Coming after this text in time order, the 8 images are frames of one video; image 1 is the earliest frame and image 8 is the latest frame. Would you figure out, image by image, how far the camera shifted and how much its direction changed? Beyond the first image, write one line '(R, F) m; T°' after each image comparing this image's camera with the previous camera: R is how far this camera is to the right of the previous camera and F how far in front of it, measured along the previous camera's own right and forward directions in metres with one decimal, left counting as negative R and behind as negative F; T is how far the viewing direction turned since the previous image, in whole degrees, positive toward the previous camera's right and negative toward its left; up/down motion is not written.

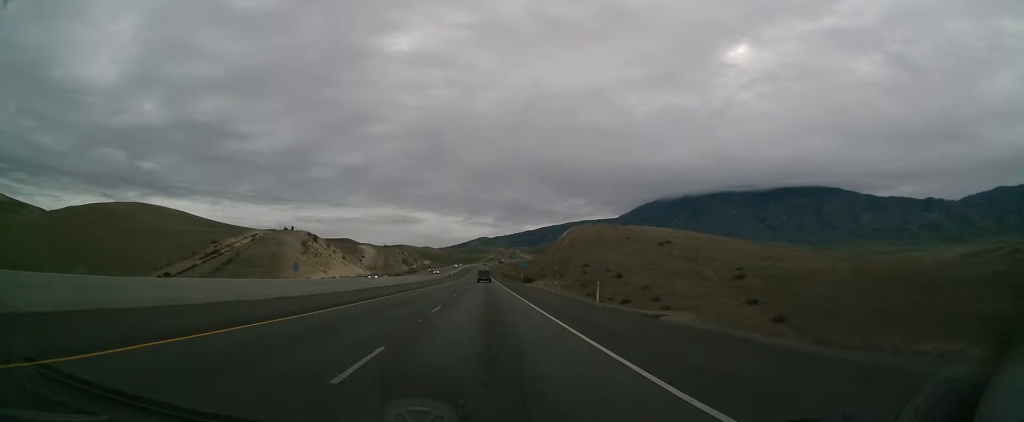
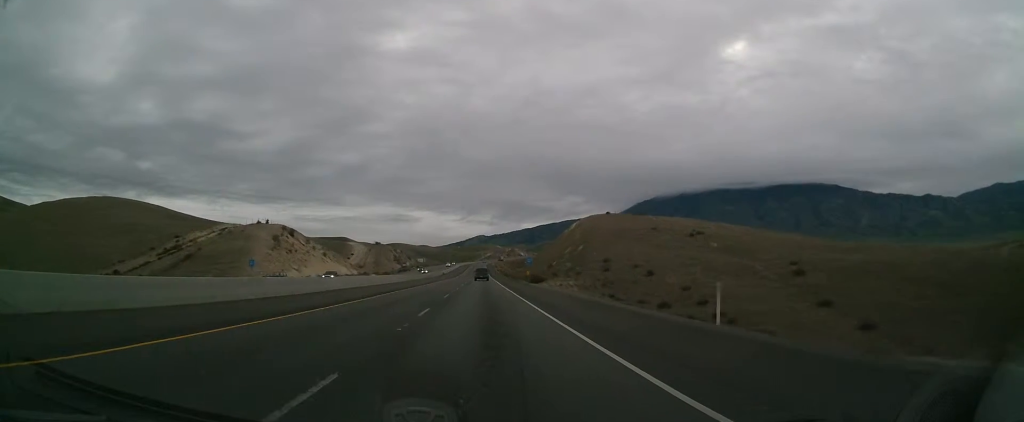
(+0.1, +17.4) m; 0°
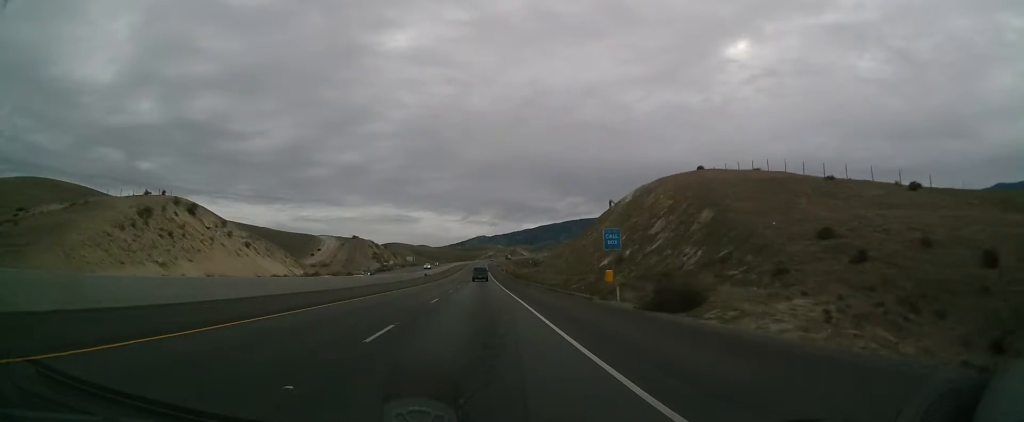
(-0.4, +51.0) m; 0°
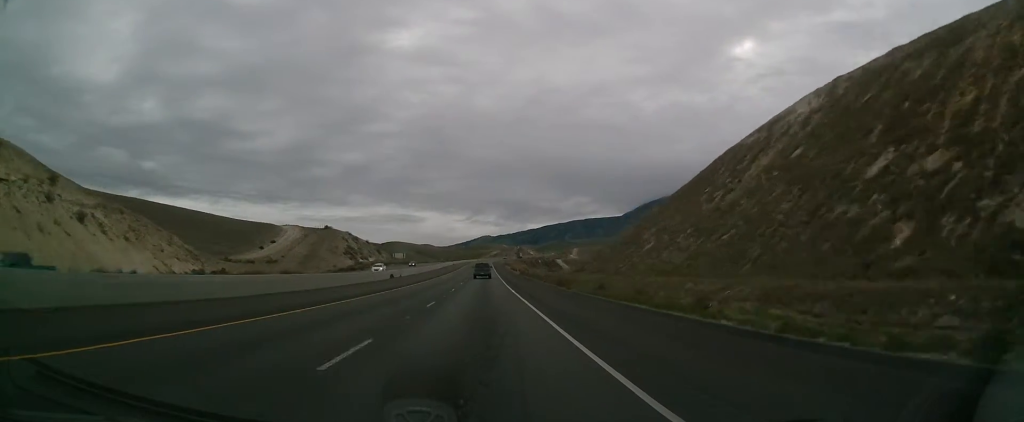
(+0.2, +47.4) m; 0°
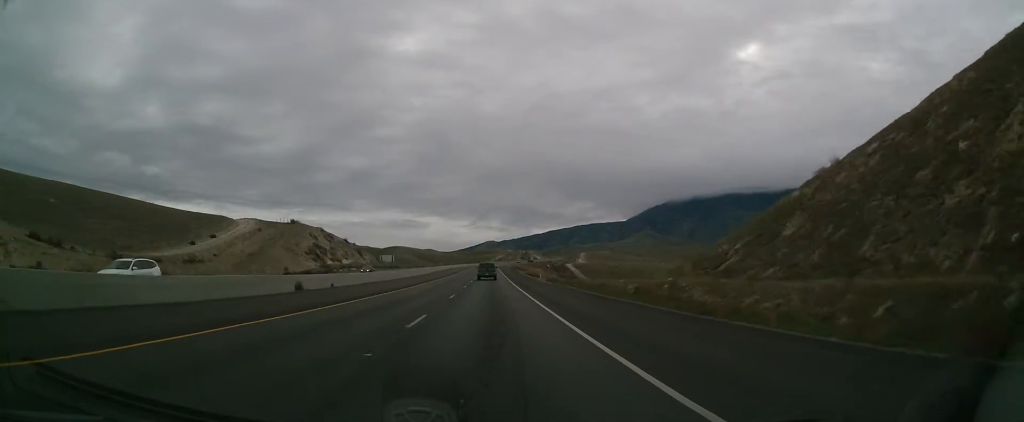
(0.0, +37.3) m; -1°
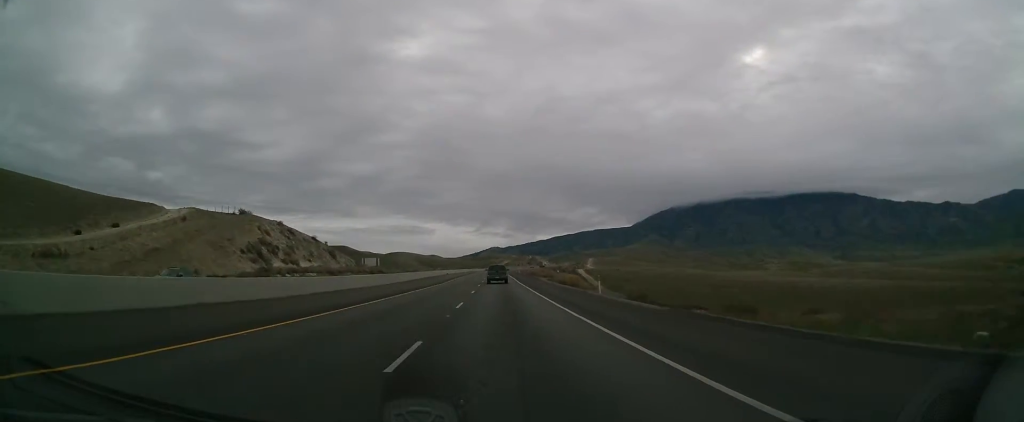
(-0.4, +35.0) m; -1°
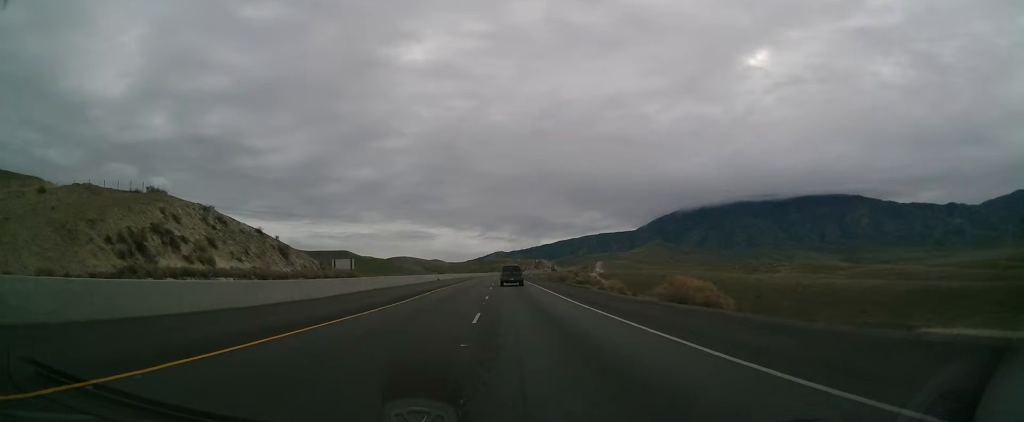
(-0.1, +35.2) m; 0°
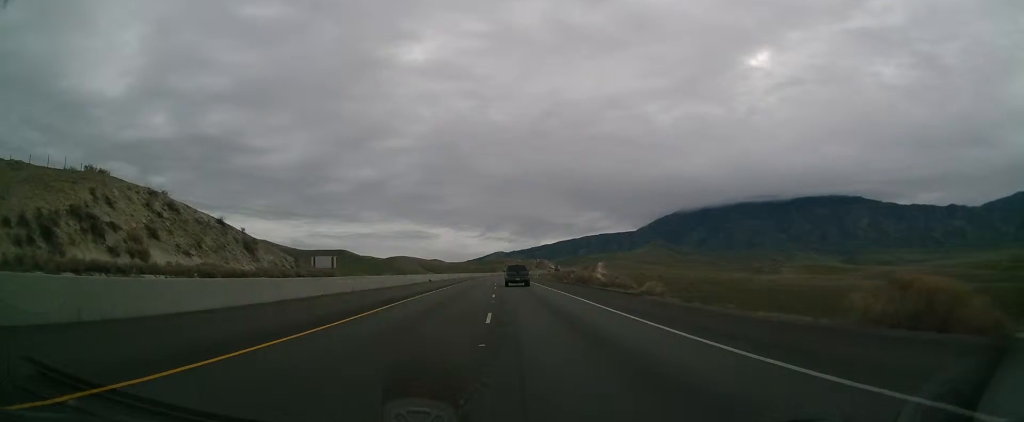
(+0.1, +15.1) m; 0°
